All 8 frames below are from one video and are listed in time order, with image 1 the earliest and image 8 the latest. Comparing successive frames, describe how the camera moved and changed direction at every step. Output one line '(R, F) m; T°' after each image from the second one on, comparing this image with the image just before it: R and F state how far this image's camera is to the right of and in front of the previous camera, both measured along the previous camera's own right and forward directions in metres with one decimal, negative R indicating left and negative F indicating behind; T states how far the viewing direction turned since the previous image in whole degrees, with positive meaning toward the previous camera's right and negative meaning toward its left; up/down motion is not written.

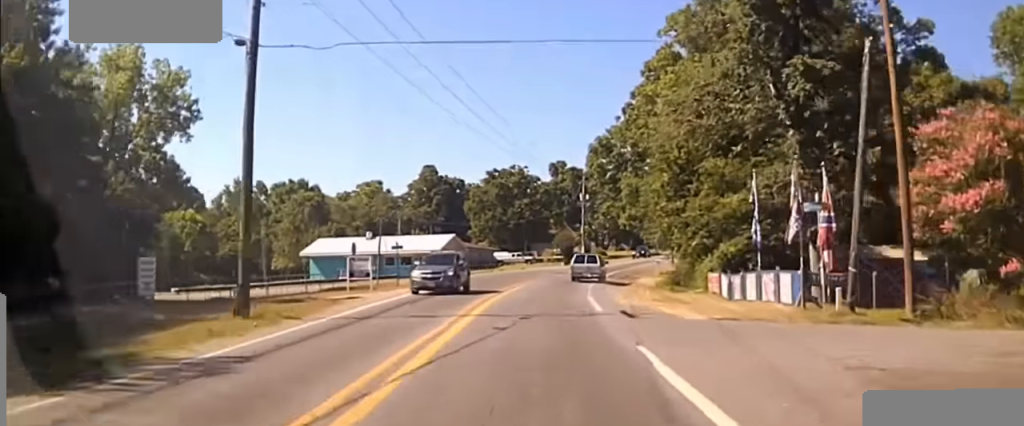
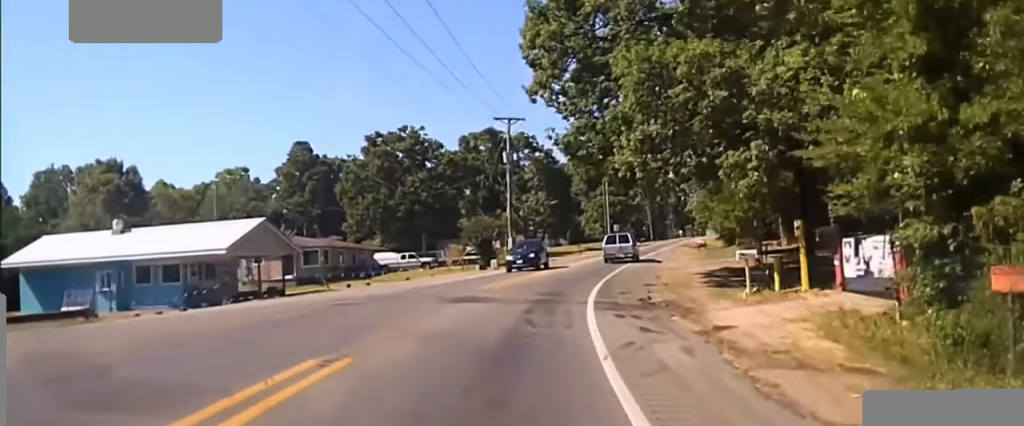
(-0.3, +42.5) m; +1°
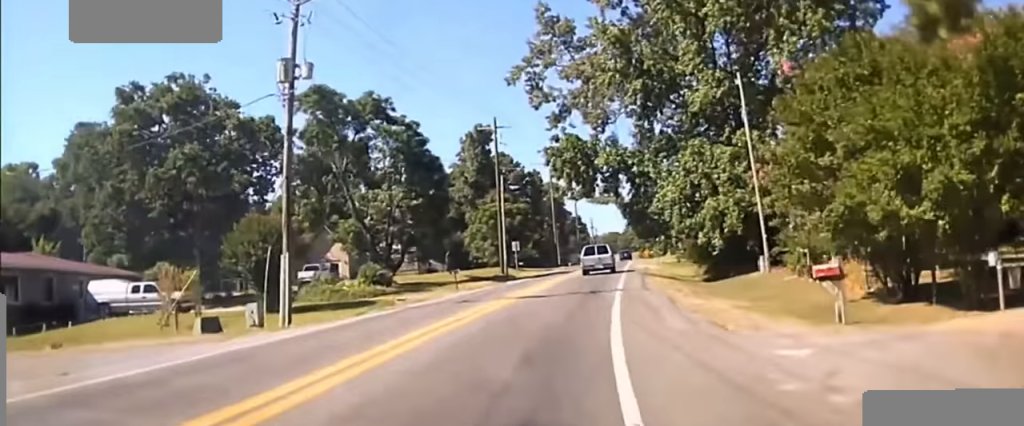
(+2.0, +39.6) m; +6°
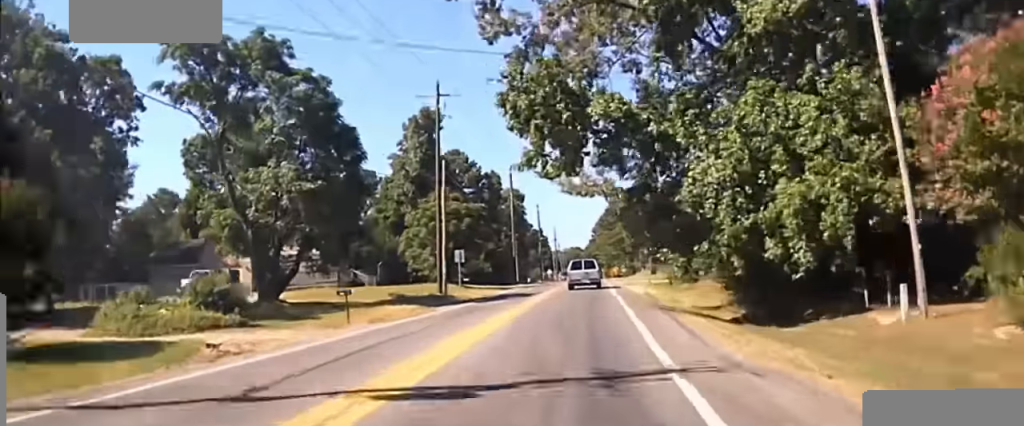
(+0.3, +16.8) m; +3°
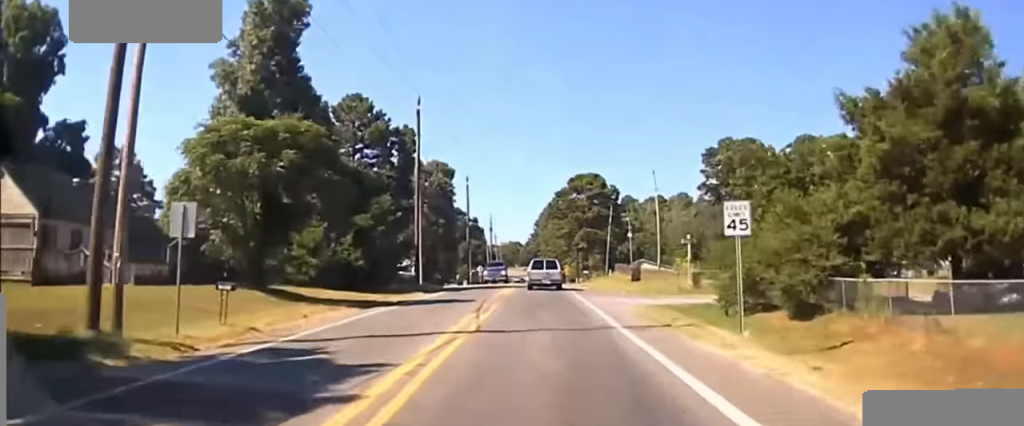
(+2.1, +37.0) m; +6°
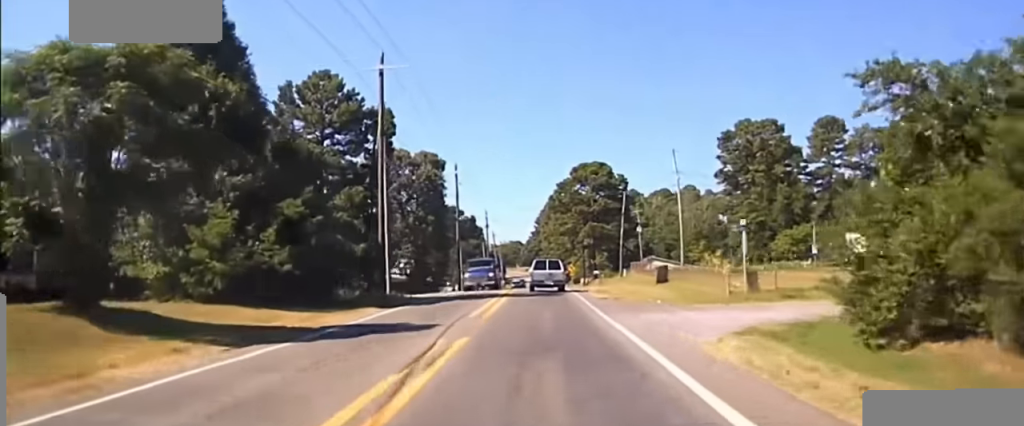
(+0.5, +12.8) m; +1°
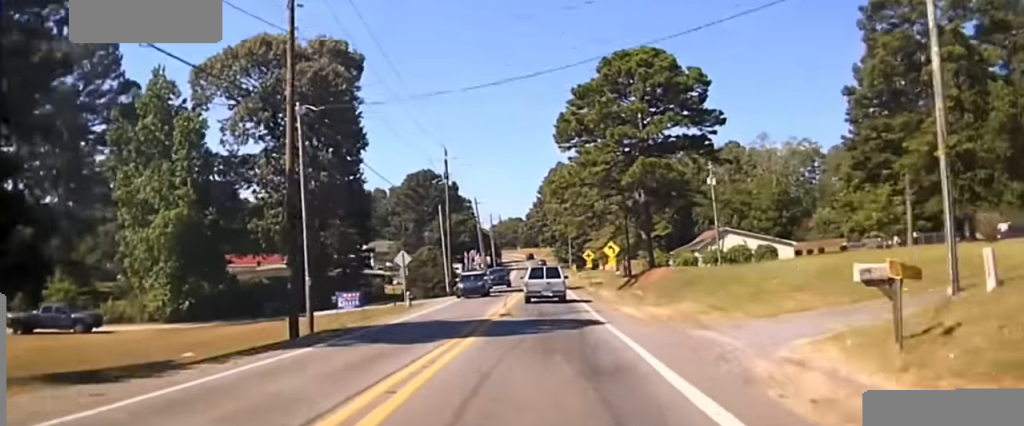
(+1.4, +59.8) m; +1°
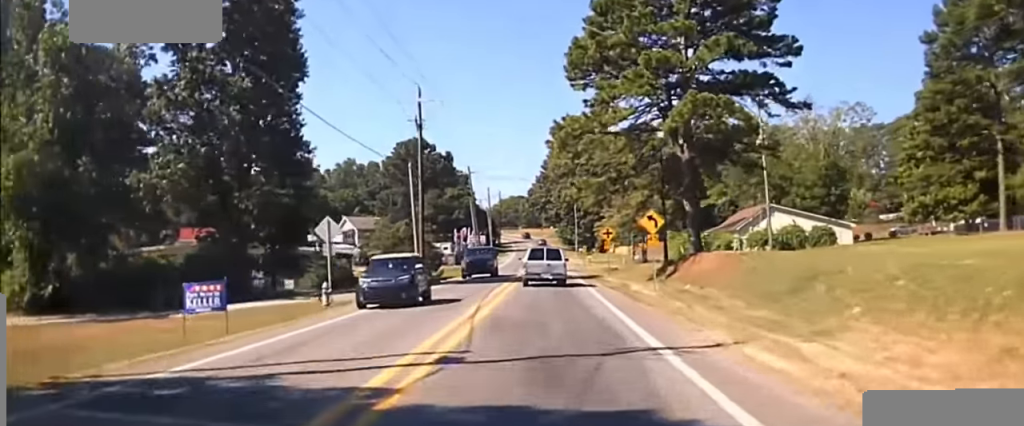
(0.0, +18.8) m; 0°
